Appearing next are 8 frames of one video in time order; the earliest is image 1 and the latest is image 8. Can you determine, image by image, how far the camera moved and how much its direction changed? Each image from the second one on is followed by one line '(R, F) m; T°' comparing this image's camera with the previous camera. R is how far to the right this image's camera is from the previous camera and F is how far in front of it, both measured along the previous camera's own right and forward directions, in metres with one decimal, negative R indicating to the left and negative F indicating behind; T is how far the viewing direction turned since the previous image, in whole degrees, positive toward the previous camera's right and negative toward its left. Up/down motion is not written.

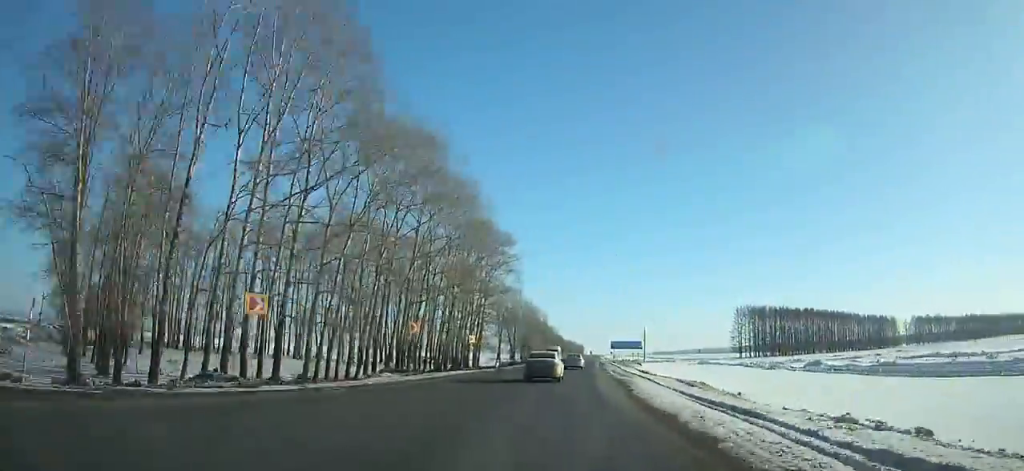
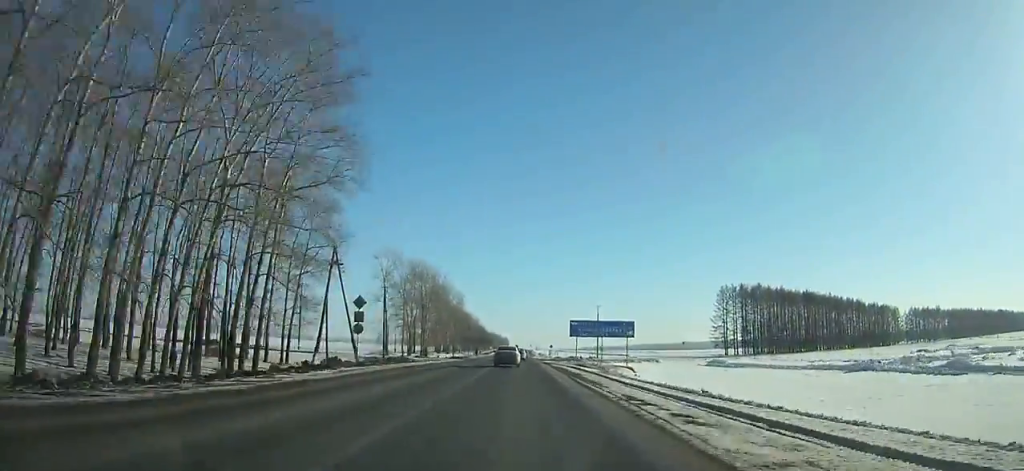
(+7.0, +64.7) m; +8°
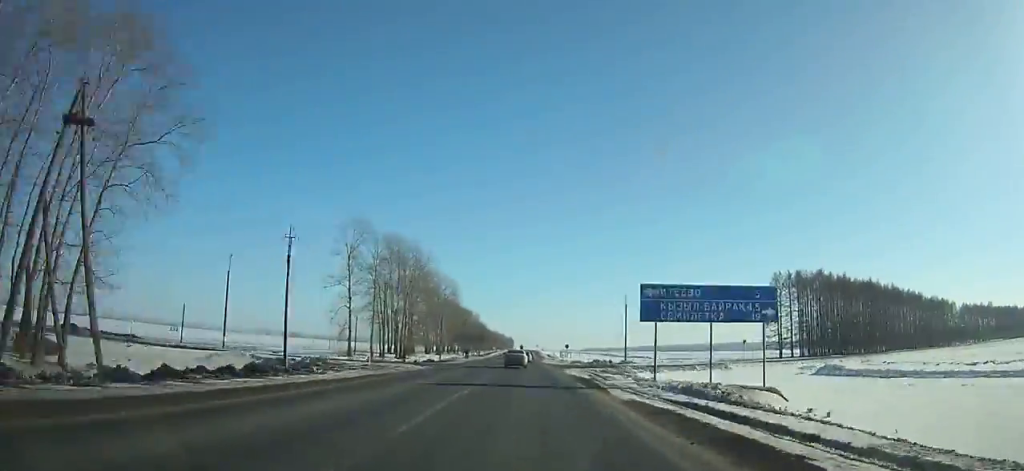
(+0.2, +32.5) m; 0°
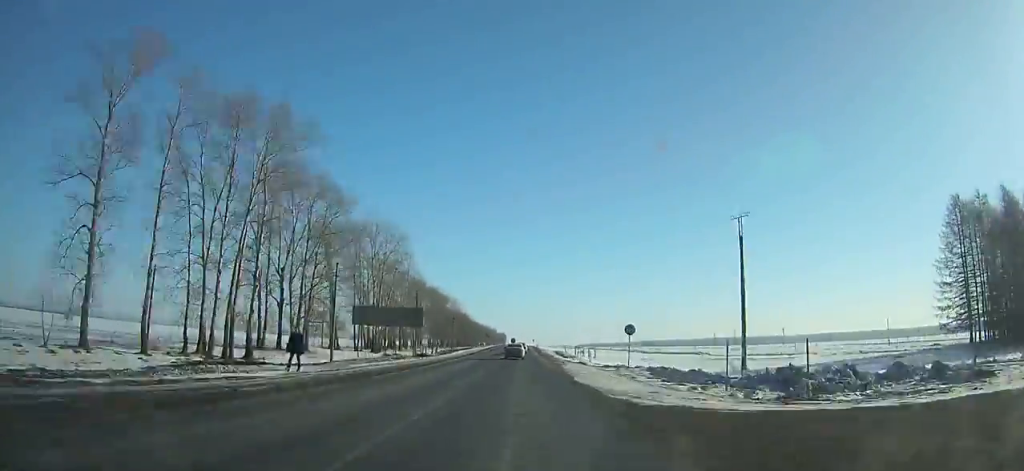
(+0.1, +63.2) m; 0°
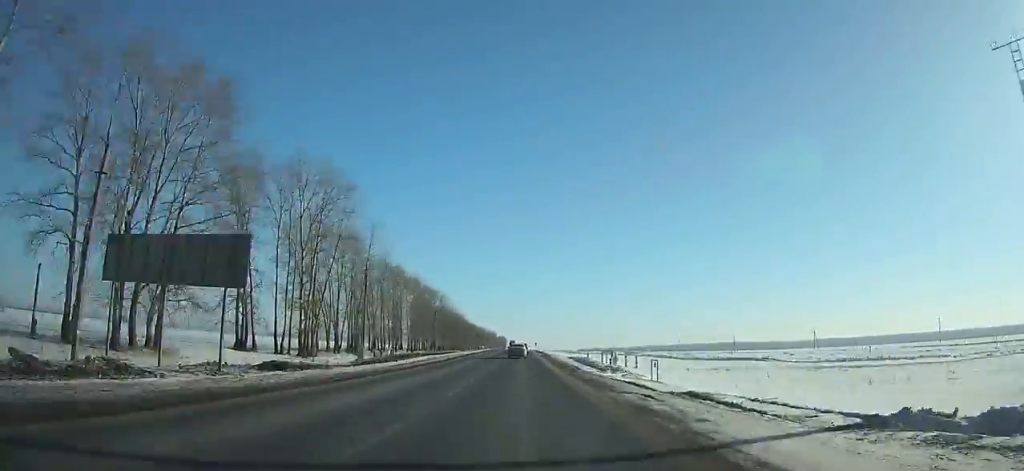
(0.0, +32.6) m; 0°
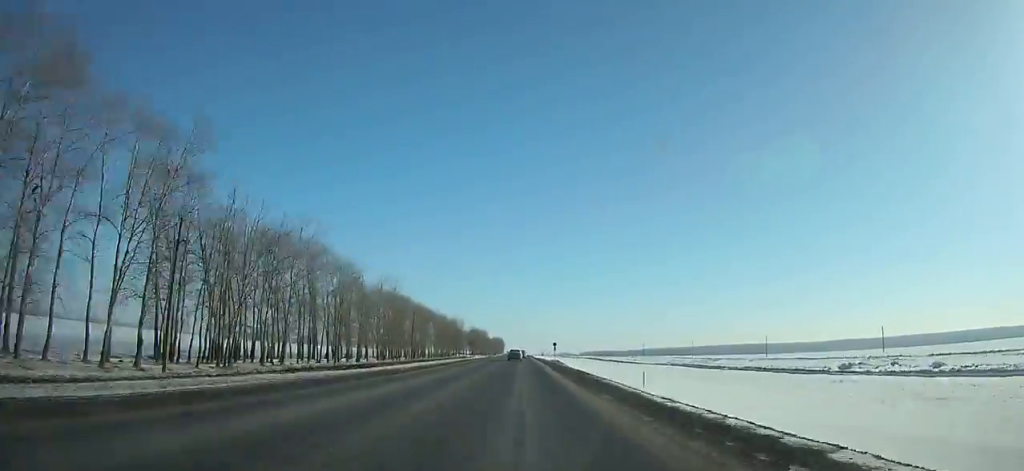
(-0.3, +148.3) m; 0°
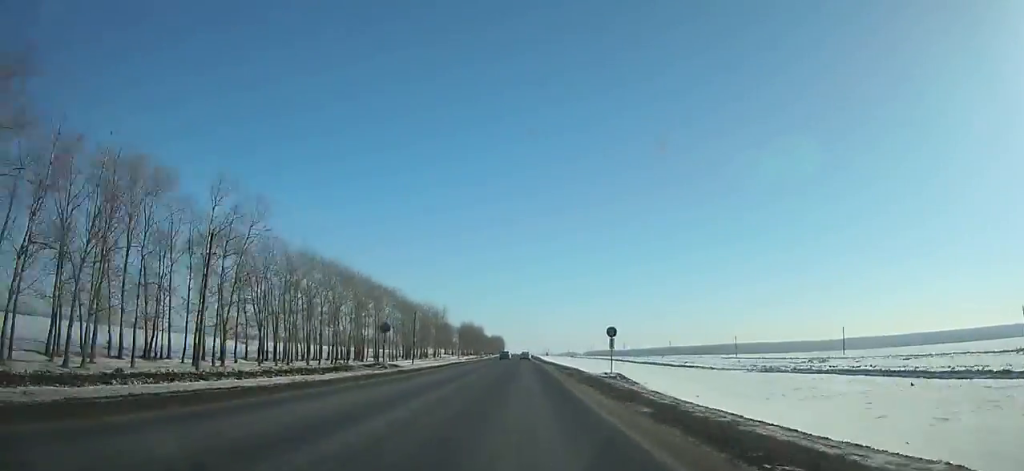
(0.0, +65.2) m; 0°
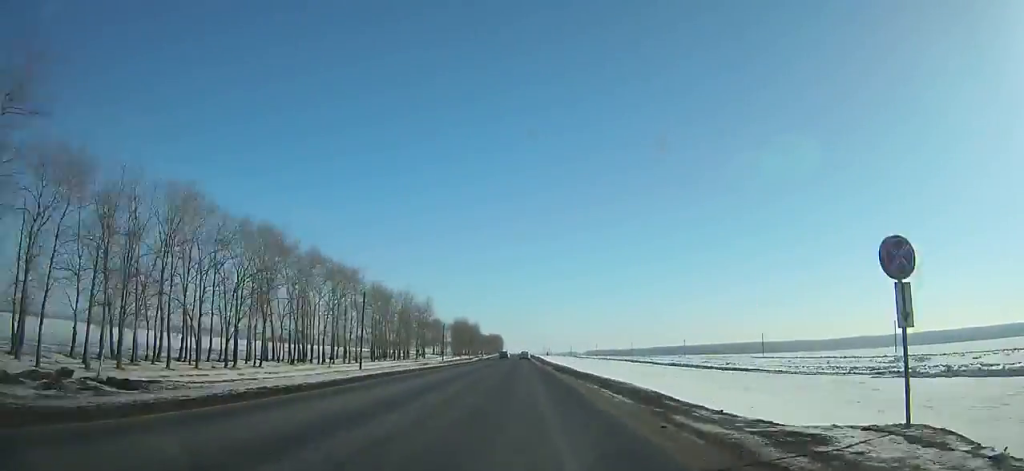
(+0.1, +31.2) m; 0°
